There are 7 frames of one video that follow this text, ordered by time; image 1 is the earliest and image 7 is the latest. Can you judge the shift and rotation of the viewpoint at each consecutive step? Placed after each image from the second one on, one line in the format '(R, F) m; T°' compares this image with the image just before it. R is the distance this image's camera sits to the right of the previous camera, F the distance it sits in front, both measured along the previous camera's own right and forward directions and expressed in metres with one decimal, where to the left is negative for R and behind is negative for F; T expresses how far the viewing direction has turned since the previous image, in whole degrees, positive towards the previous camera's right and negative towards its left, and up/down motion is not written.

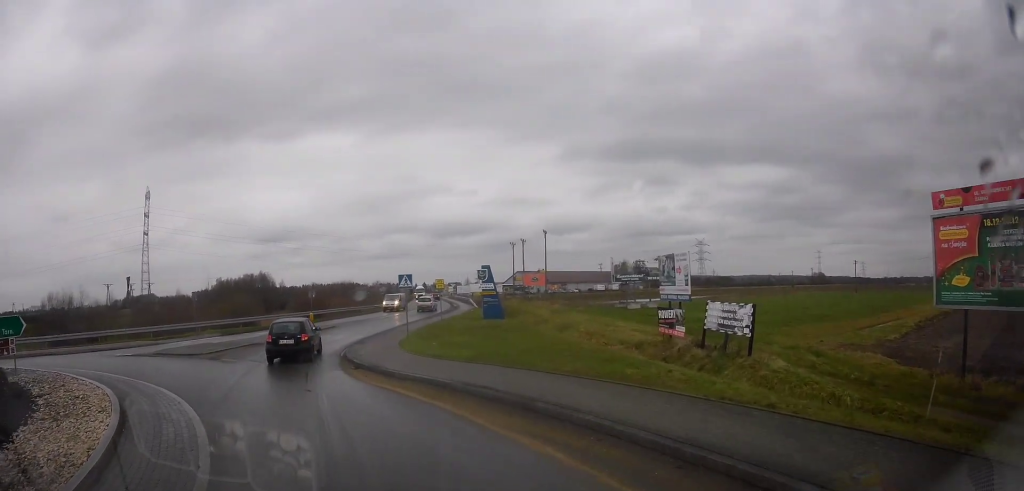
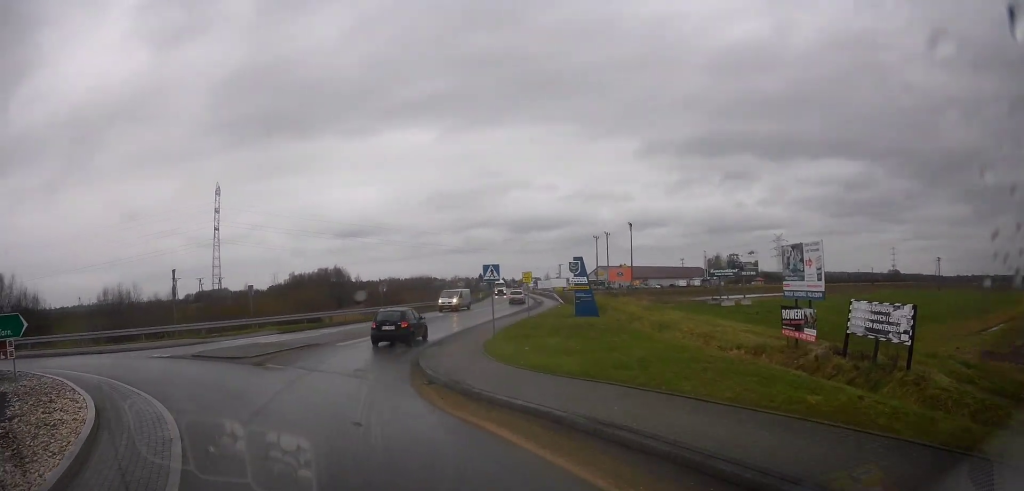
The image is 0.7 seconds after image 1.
(-0.4, +3.3) m; -8°
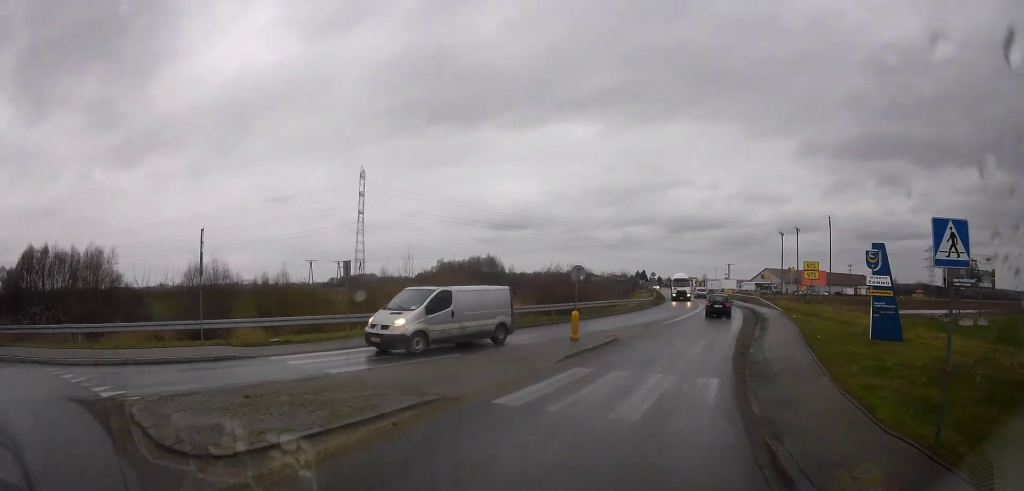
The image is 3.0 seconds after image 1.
(-2.8, +11.5) m; -25°
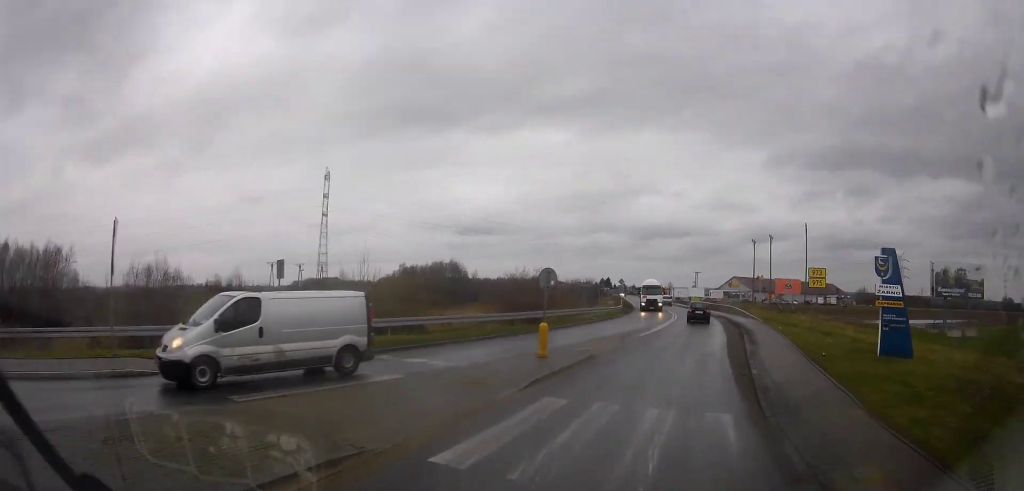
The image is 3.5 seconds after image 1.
(-0.1, +2.6) m; +1°
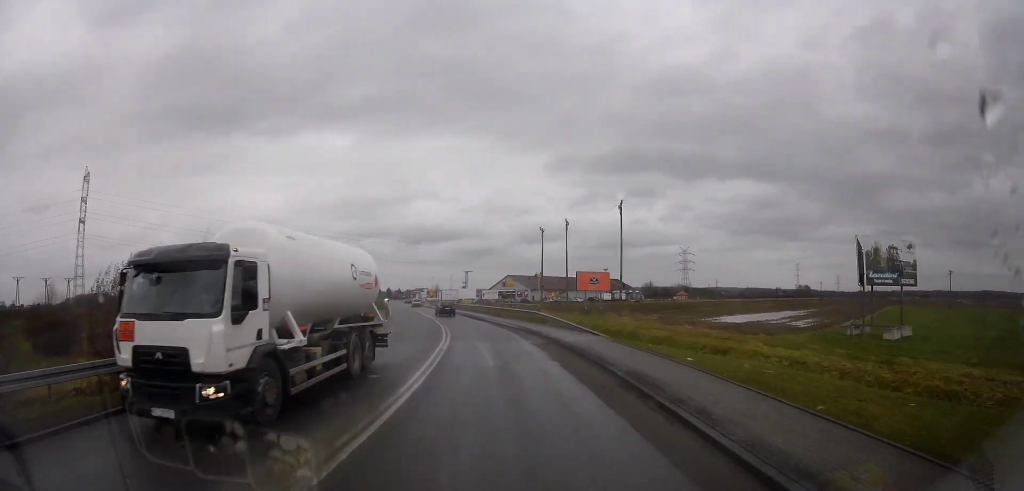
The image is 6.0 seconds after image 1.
(+3.4, +14.8) m; +25°
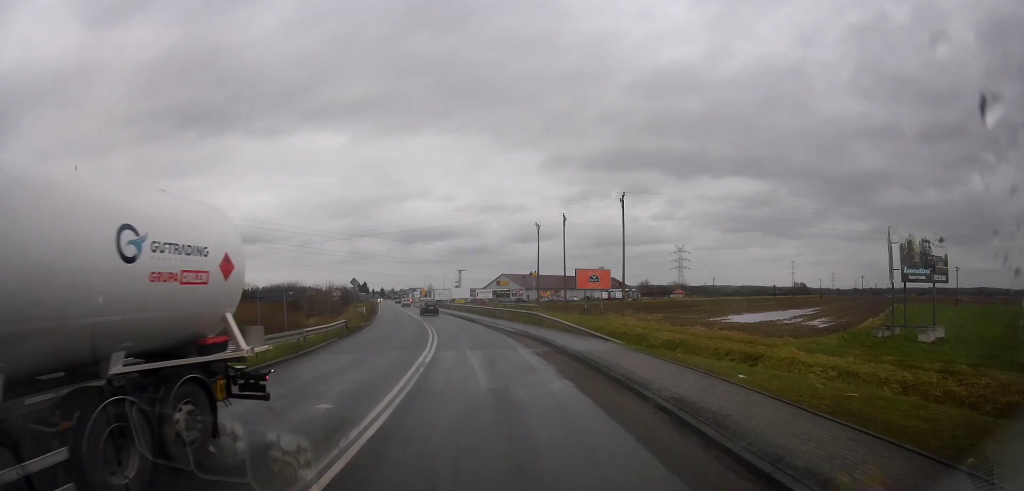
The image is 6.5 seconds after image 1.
(+0.2, +3.1) m; +3°
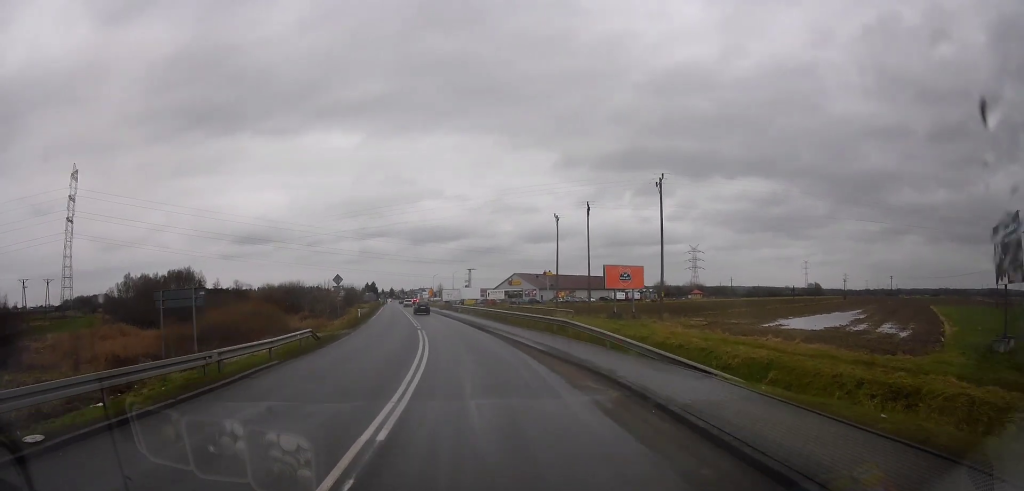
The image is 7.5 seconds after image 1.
(+0.6, +7.1) m; +4°
